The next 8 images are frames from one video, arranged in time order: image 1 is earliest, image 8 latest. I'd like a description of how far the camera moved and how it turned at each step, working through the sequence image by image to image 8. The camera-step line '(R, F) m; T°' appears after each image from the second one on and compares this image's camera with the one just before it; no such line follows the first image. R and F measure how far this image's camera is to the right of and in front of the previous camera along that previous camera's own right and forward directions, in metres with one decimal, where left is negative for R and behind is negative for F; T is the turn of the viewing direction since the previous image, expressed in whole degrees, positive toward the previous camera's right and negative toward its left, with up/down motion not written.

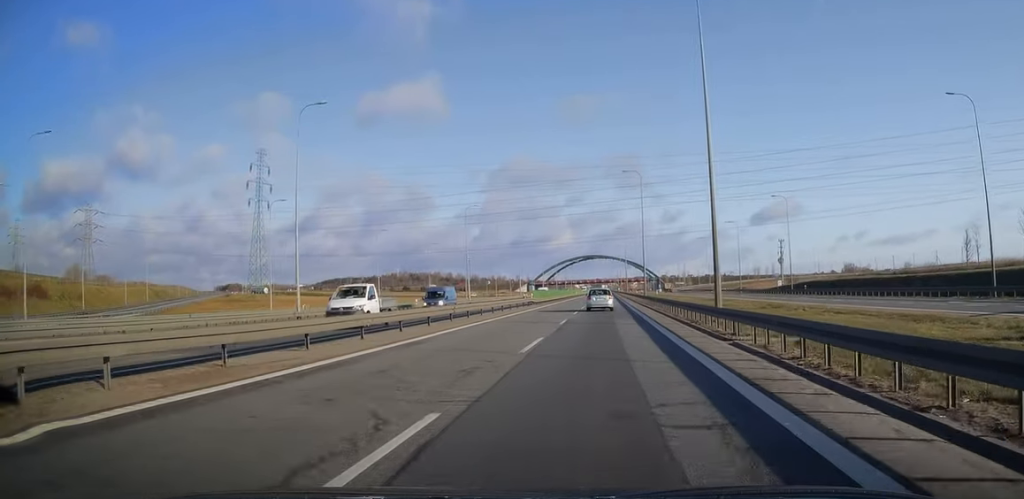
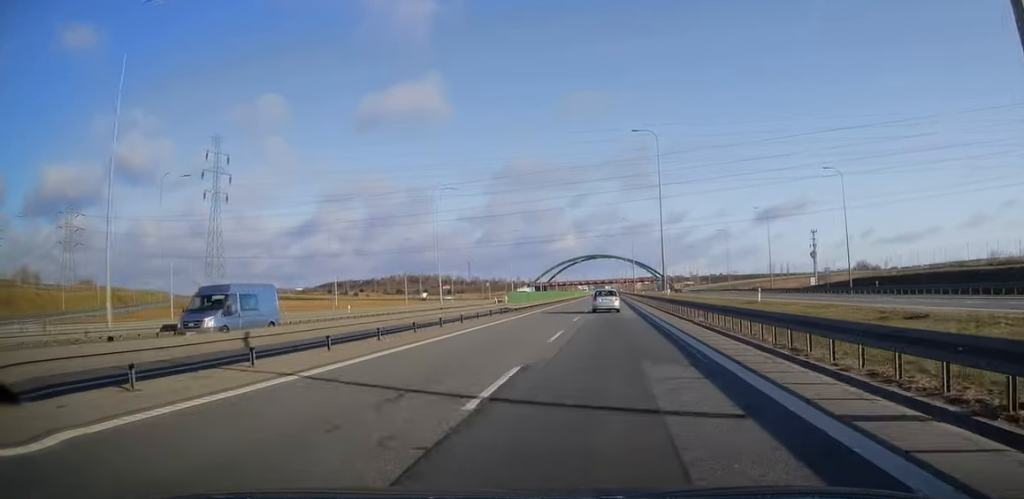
(-0.1, +19.4) m; 0°
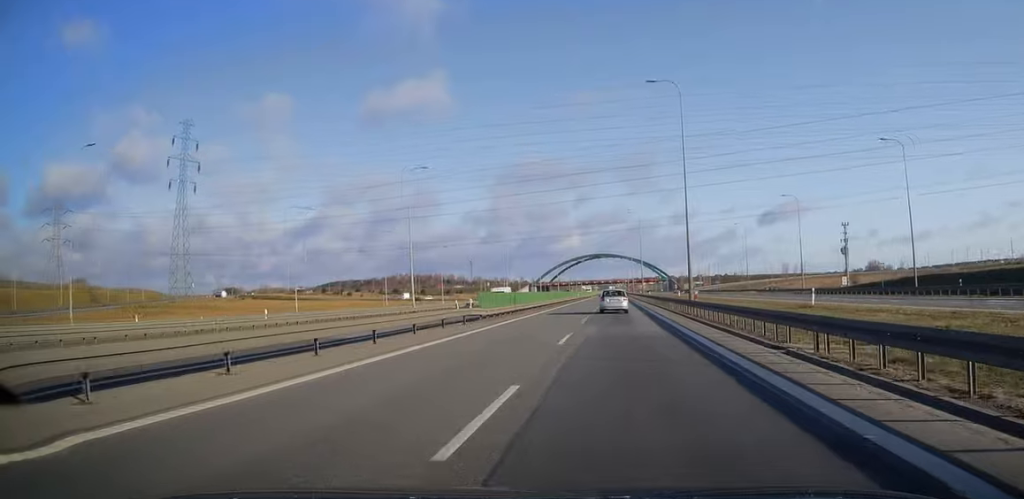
(0.0, +13.3) m; 0°
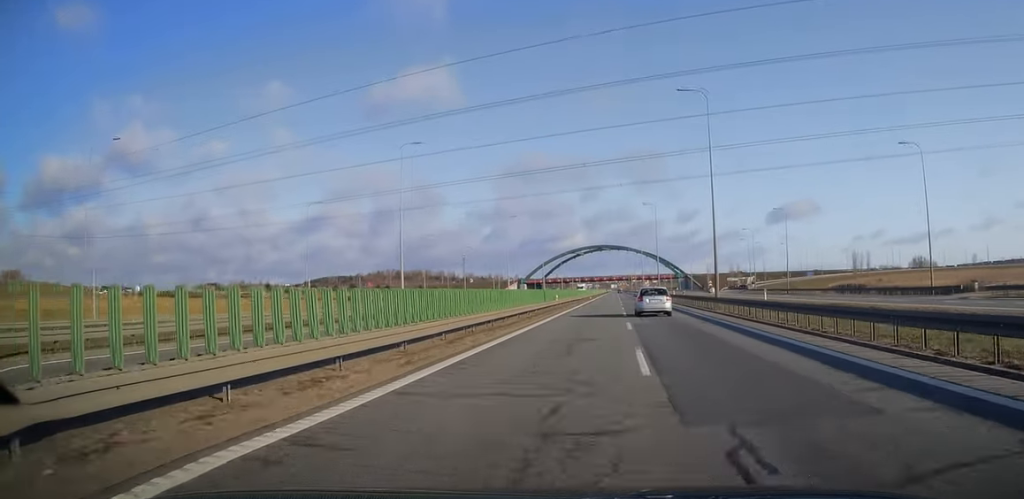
(-0.5, +66.0) m; -1°
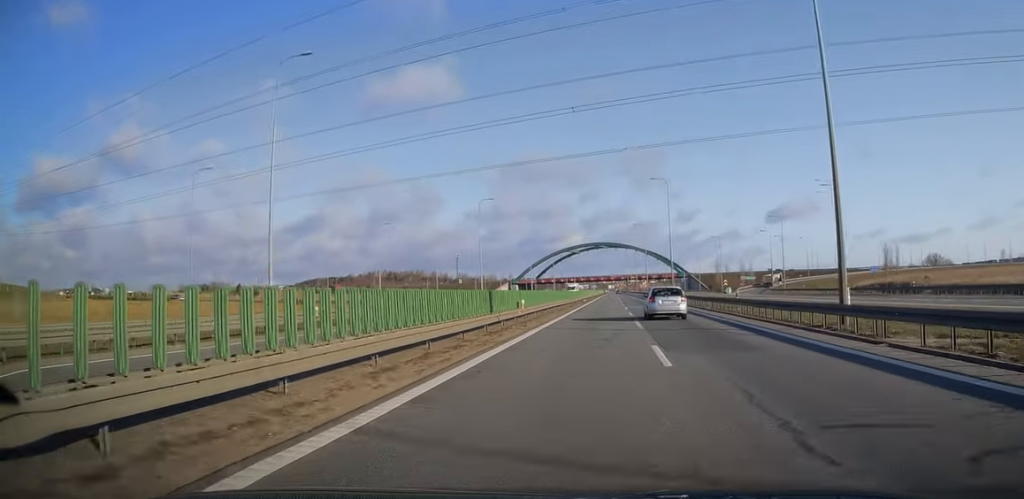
(0.0, +23.0) m; 0°
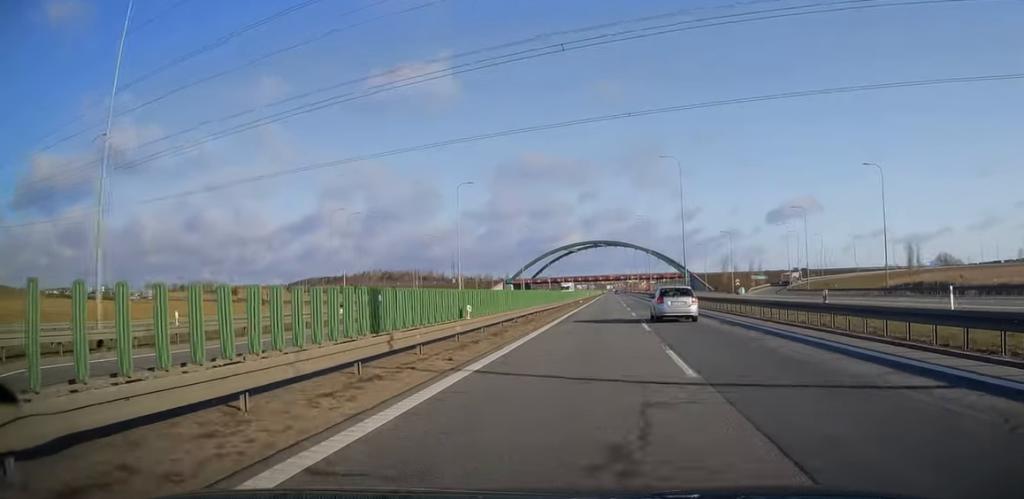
(0.0, +13.5) m; 0°
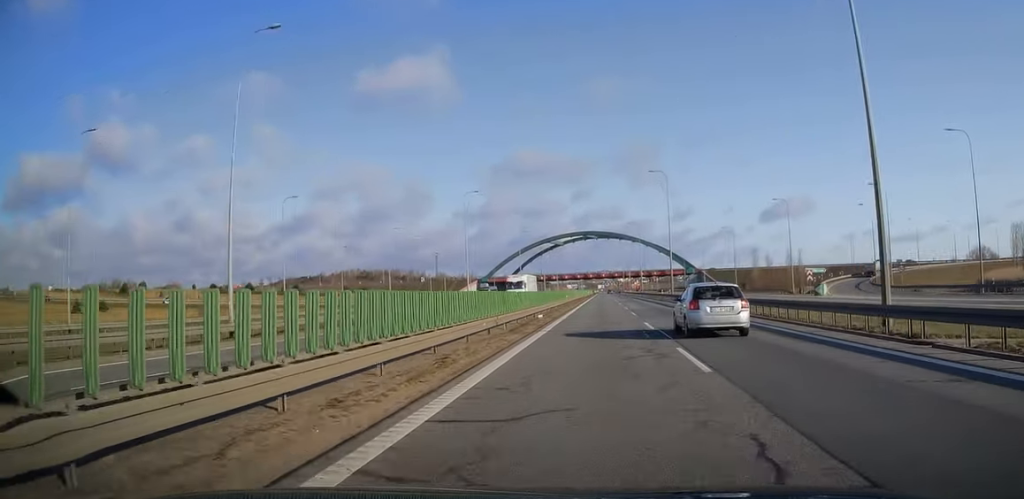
(+0.3, +47.6) m; +1°
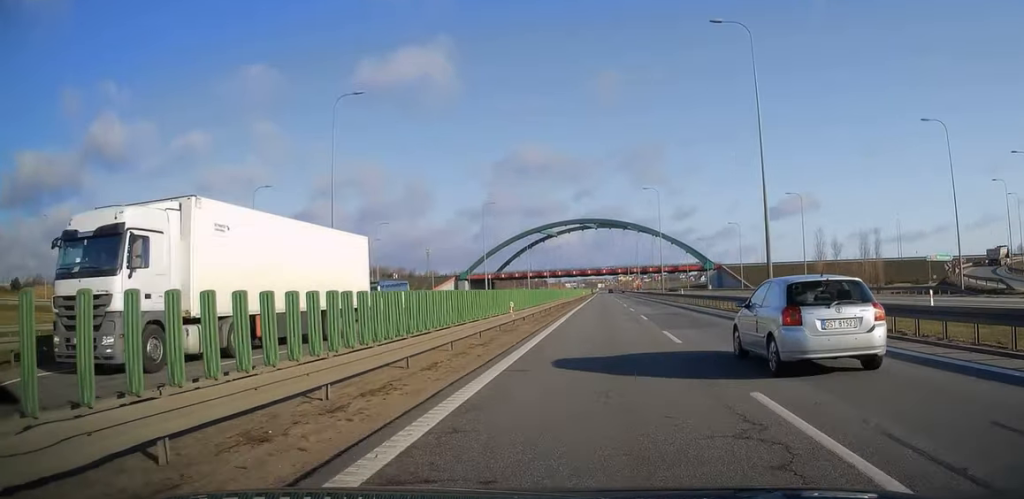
(+0.1, +42.8) m; 0°
